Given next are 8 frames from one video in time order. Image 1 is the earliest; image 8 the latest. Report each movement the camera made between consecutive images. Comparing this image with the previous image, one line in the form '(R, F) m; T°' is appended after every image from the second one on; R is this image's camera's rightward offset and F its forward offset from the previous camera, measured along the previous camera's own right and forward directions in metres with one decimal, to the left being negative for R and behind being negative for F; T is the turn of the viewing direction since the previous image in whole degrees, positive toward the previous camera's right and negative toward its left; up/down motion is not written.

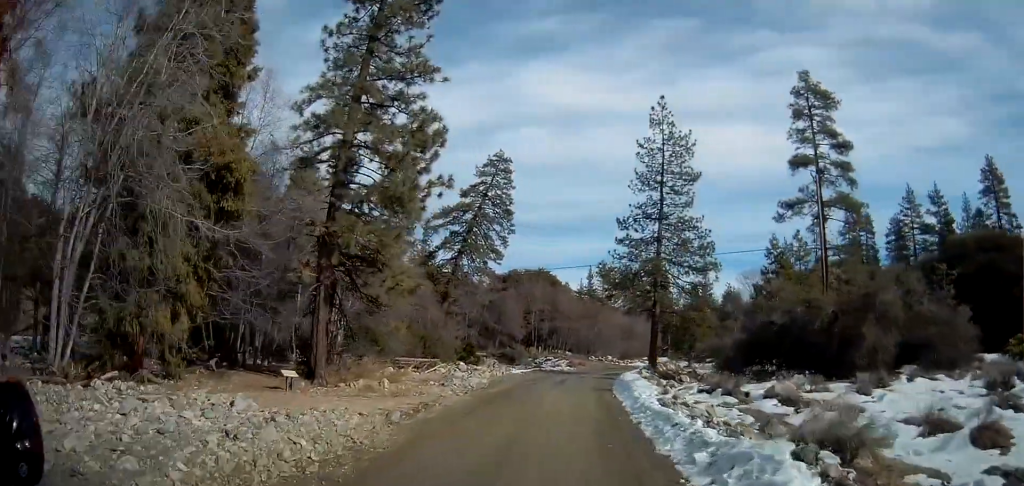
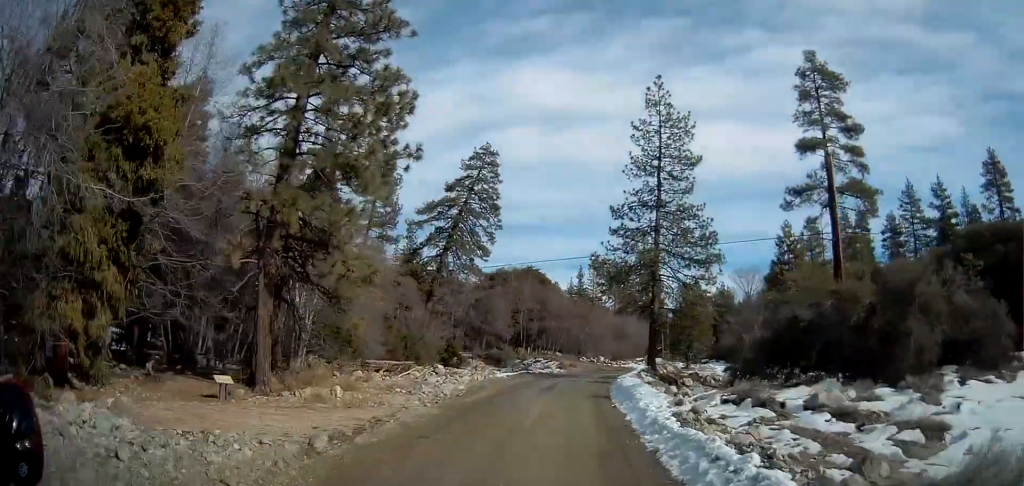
(+0.1, +3.8) m; +1°
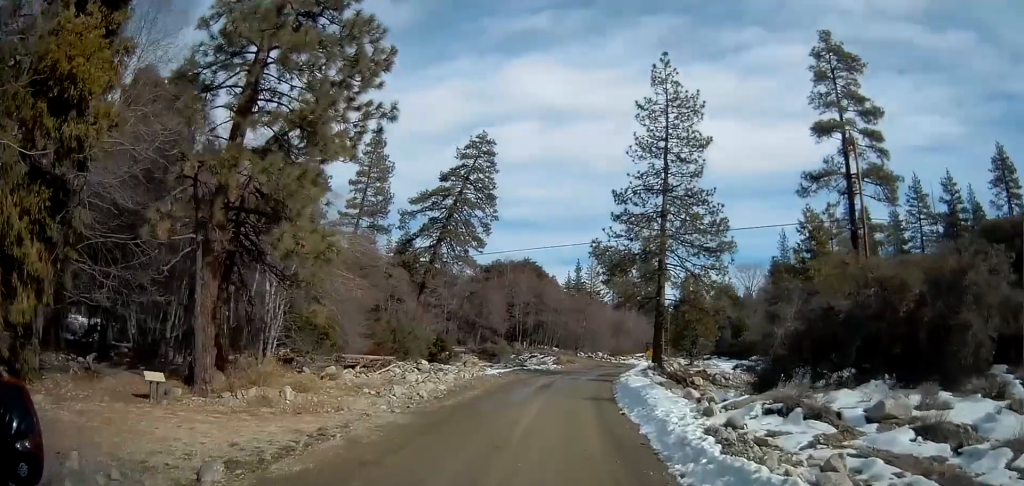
(+0.1, +3.2) m; 0°
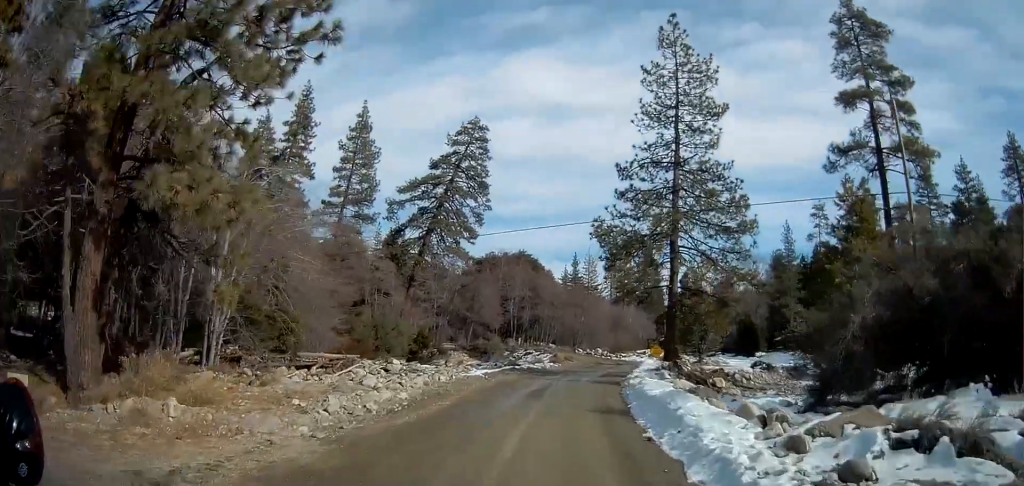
(-0.1, +4.8) m; 0°
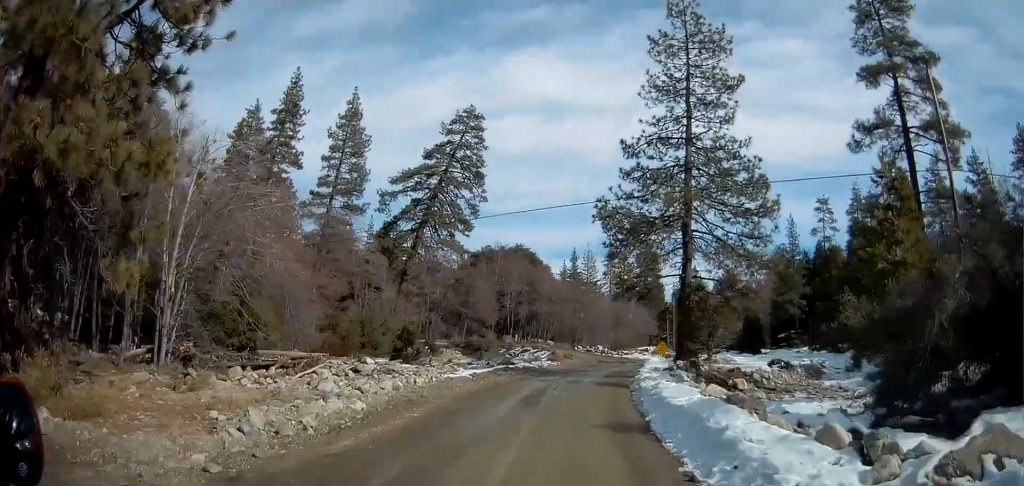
(-0.1, +3.4) m; 0°
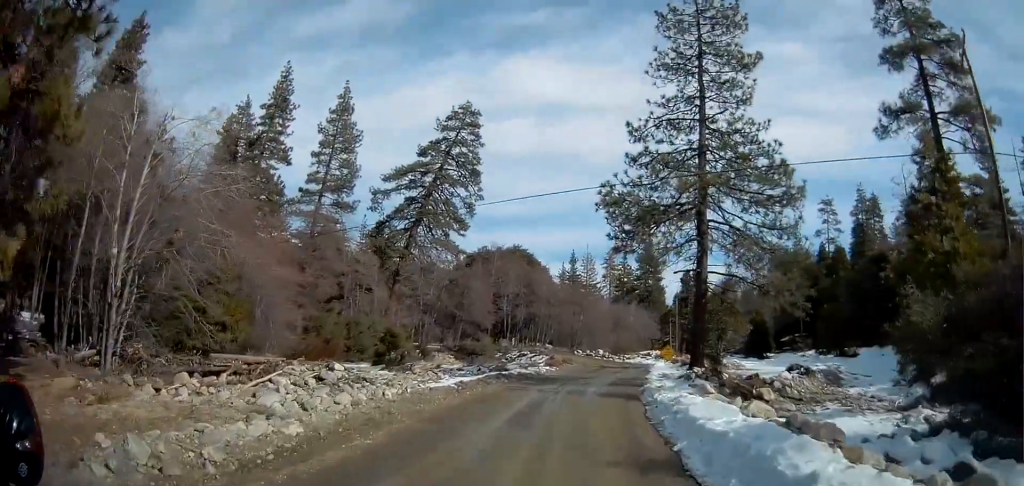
(+0.1, +3.2) m; +1°
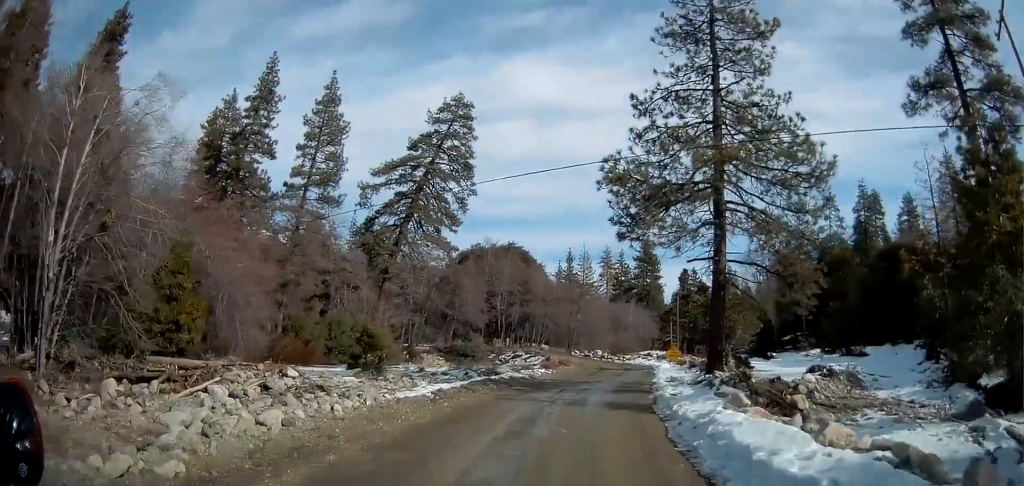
(+0.1, +3.4) m; +1°
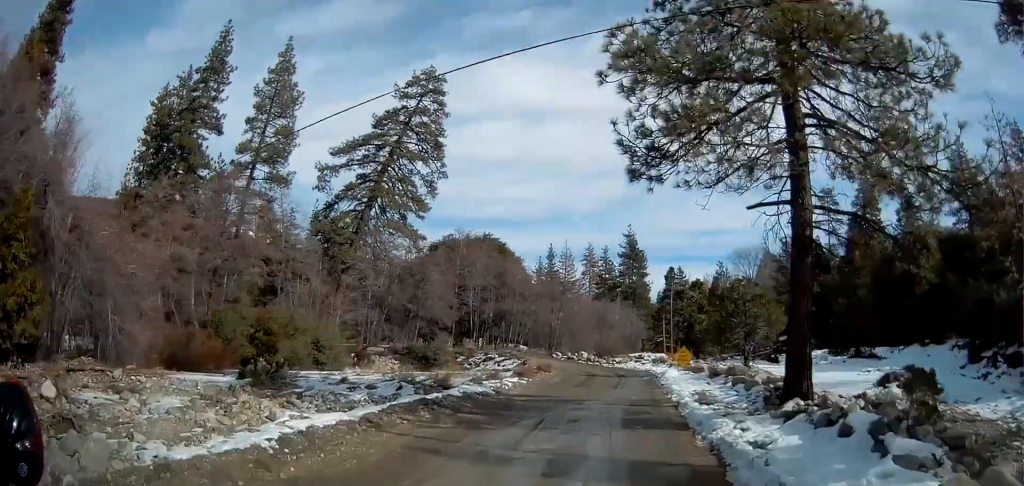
(0.0, +9.0) m; +1°
